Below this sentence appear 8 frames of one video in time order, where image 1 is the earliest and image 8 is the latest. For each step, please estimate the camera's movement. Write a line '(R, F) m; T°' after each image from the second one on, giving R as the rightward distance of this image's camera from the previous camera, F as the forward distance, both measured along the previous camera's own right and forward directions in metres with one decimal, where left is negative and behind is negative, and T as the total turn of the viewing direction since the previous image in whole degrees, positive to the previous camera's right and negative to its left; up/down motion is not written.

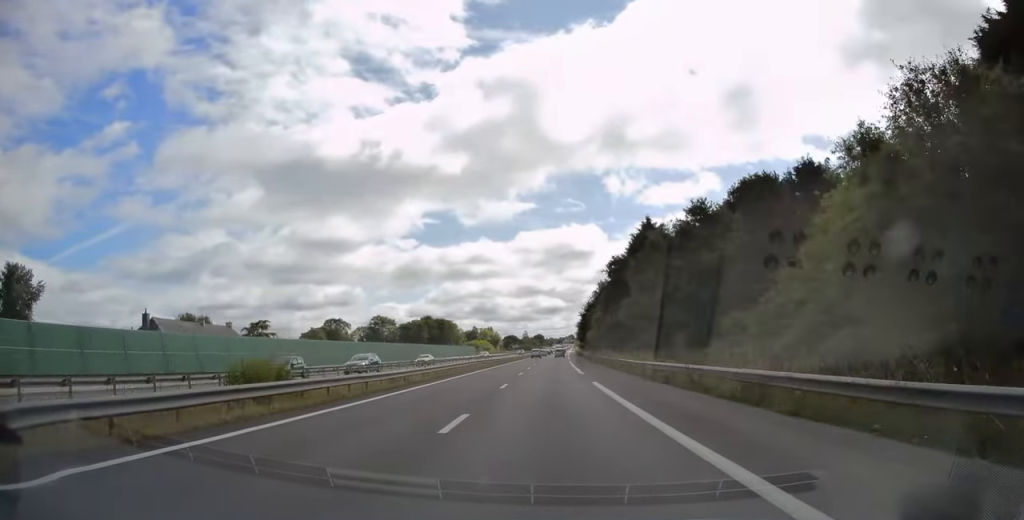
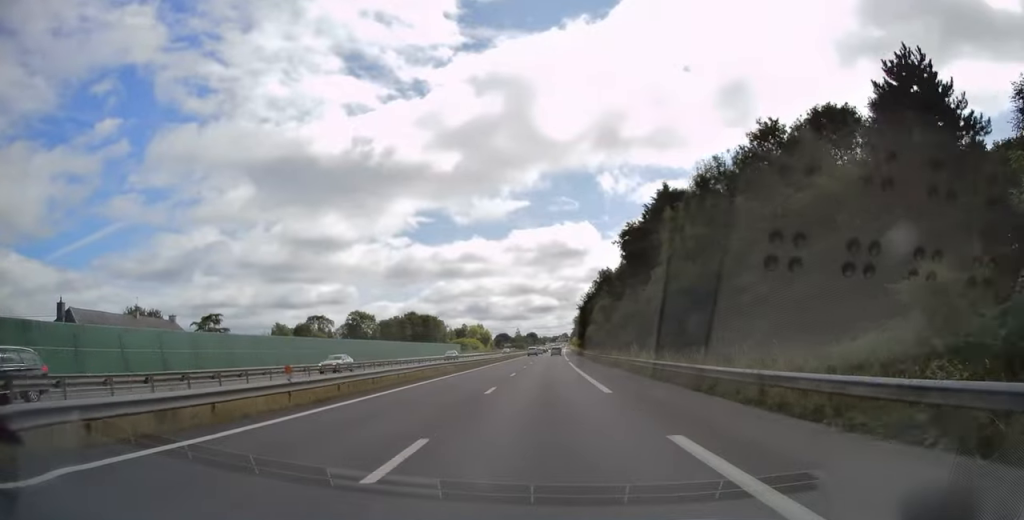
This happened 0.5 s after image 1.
(+0.3, +16.5) m; +1°
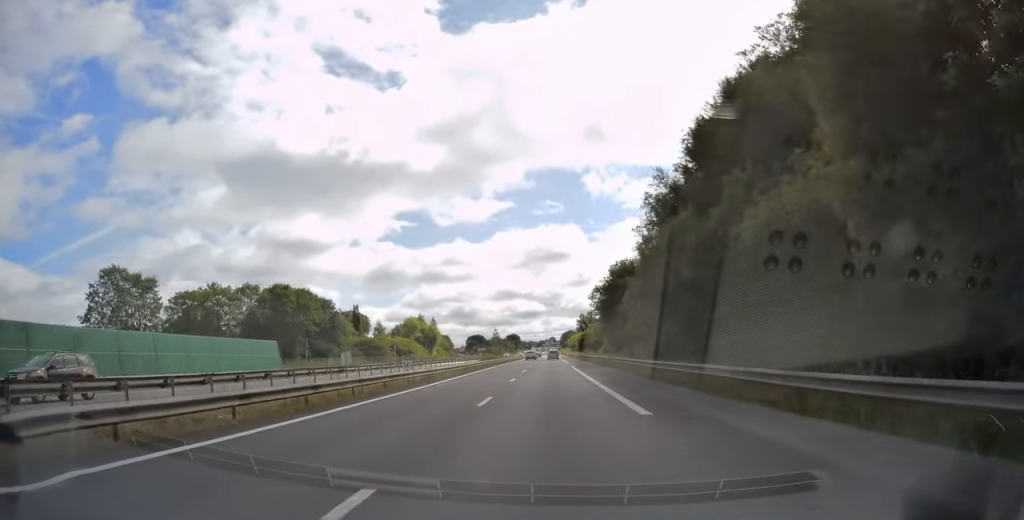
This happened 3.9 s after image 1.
(+2.3, +103.3) m; +2°
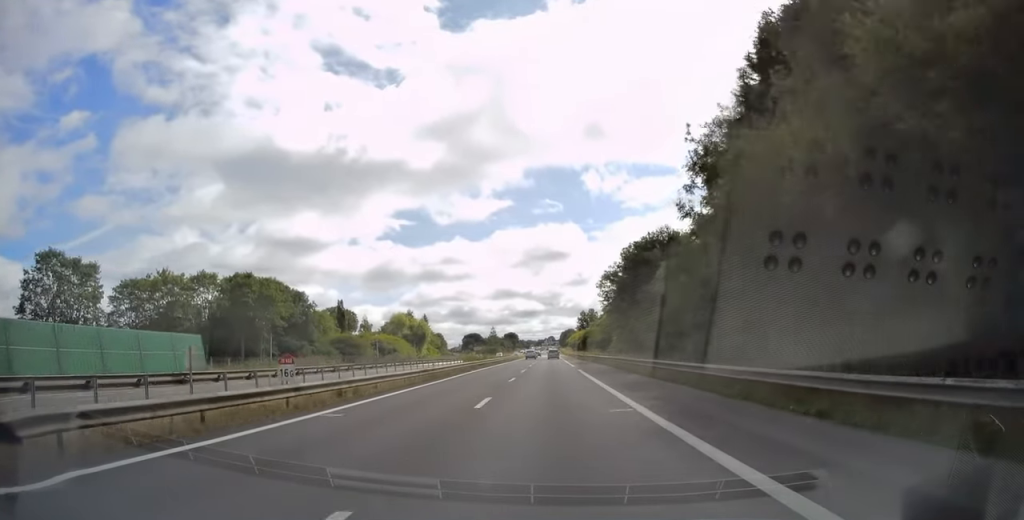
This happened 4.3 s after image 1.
(0.0, +13.3) m; 0°
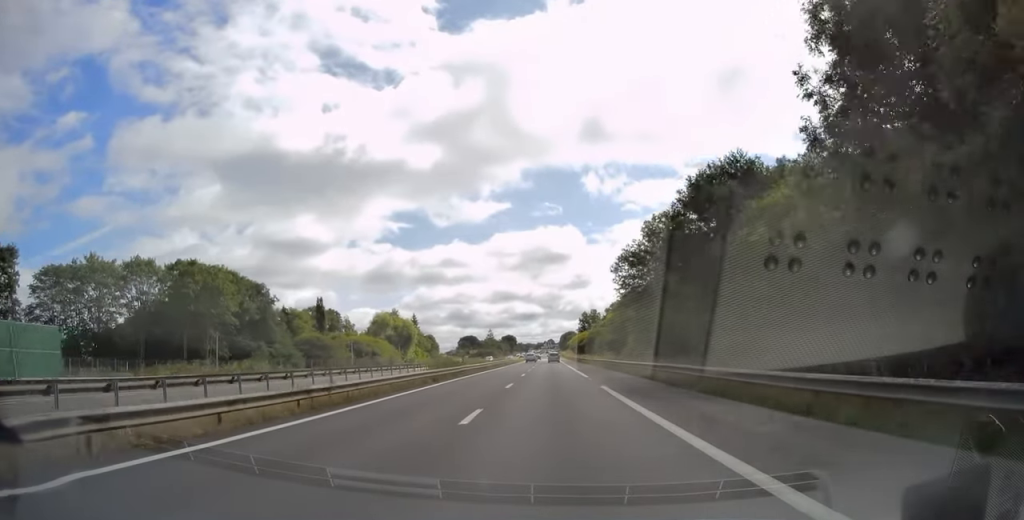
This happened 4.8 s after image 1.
(-0.2, +15.4) m; 0°
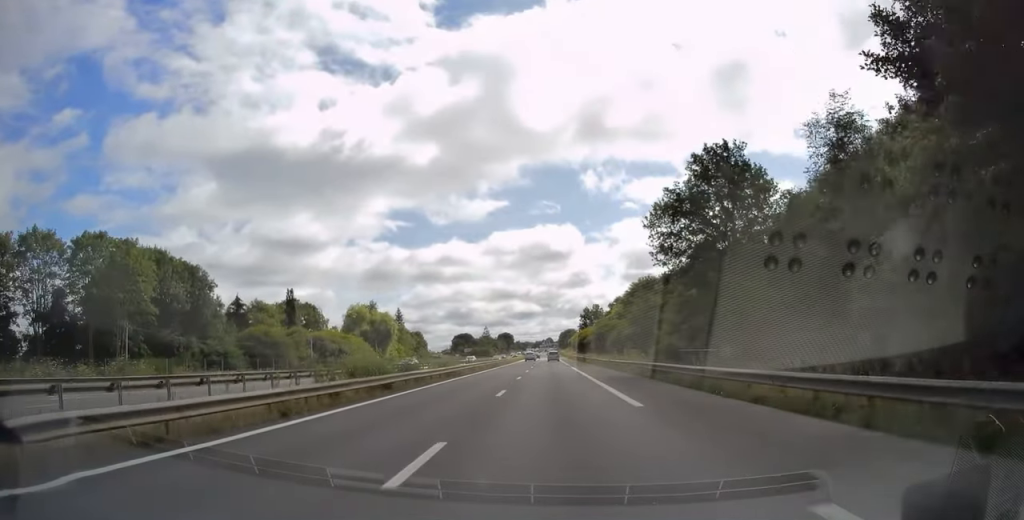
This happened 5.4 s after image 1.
(-0.1, +17.9) m; 0°
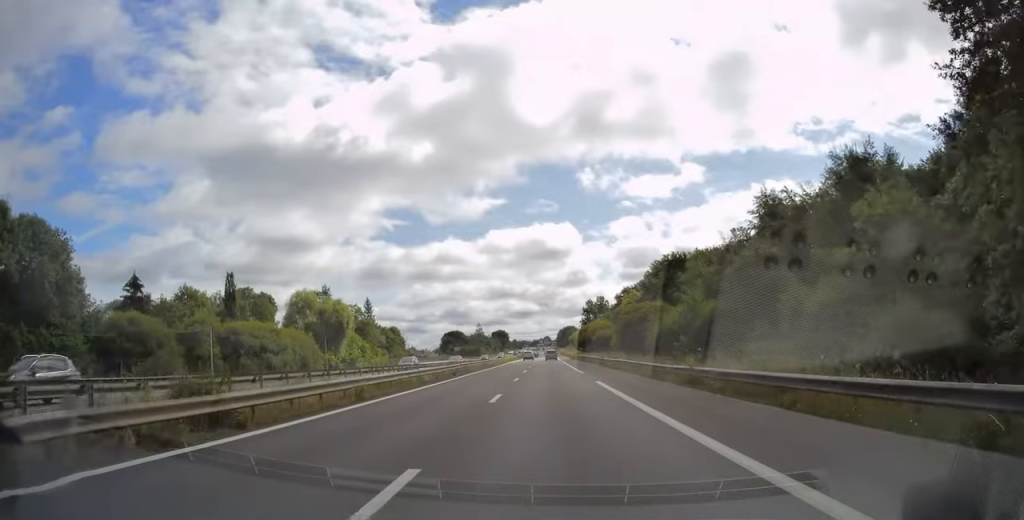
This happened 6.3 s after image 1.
(+0.1, +27.2) m; +1°
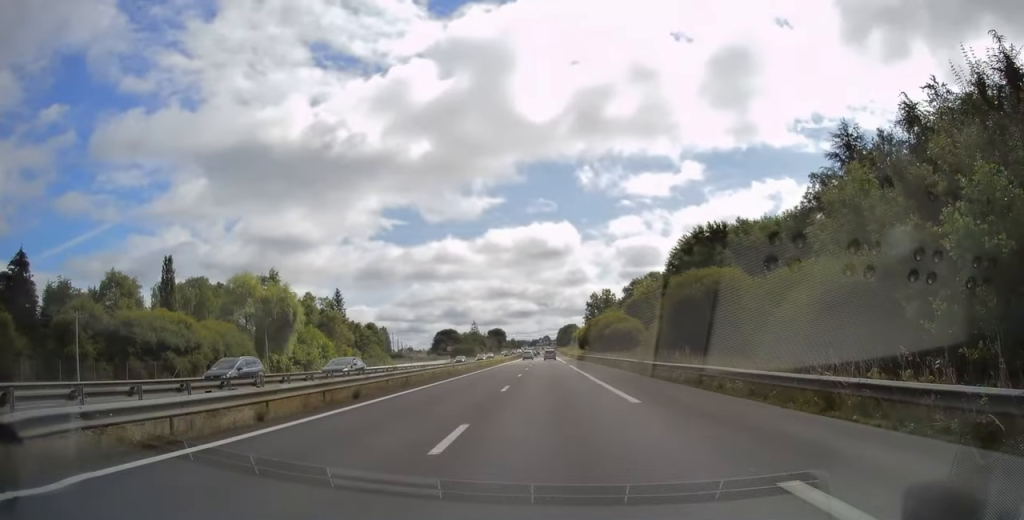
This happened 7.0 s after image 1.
(+0.3, +20.5) m; 0°
